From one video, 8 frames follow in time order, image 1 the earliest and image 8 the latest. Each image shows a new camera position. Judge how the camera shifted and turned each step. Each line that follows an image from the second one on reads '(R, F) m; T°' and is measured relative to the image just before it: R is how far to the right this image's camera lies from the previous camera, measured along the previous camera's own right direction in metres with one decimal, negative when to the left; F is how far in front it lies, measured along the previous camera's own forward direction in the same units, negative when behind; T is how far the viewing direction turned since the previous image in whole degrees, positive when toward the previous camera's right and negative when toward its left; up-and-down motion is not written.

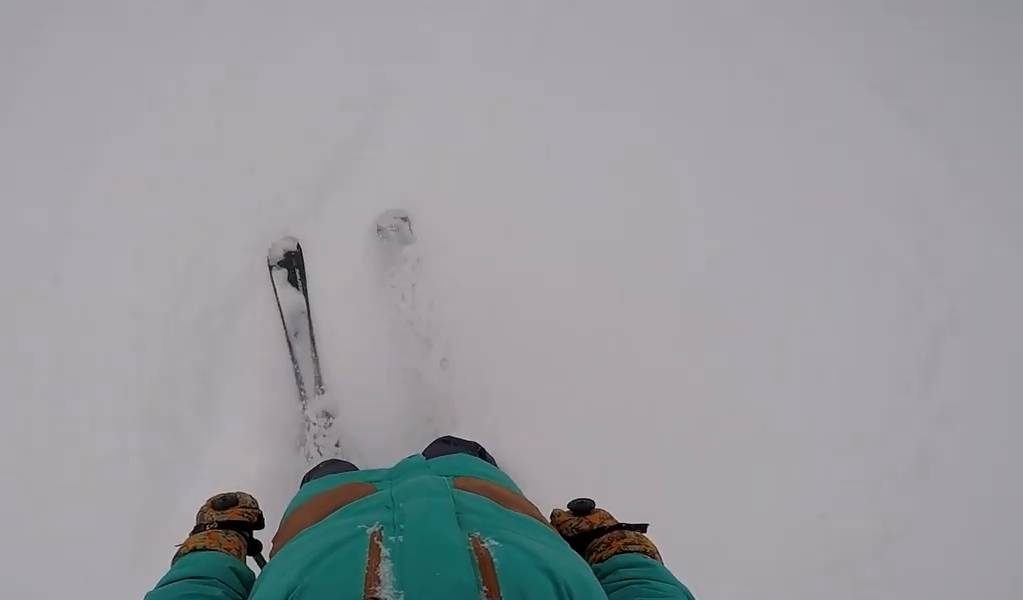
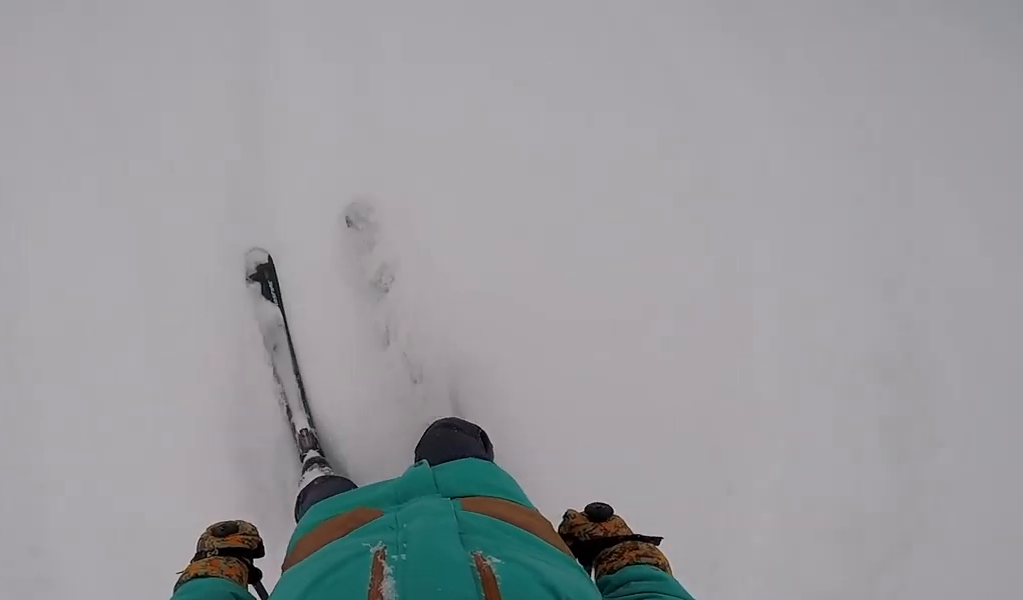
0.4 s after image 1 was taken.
(-0.2, +2.7) m; 0°
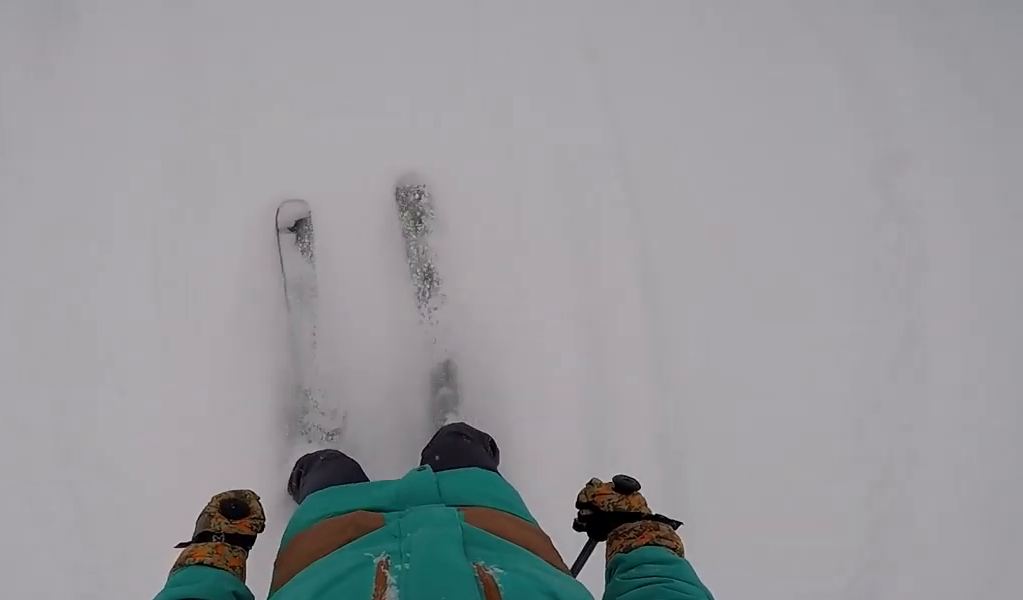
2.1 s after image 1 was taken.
(+0.4, +11.9) m; +3°
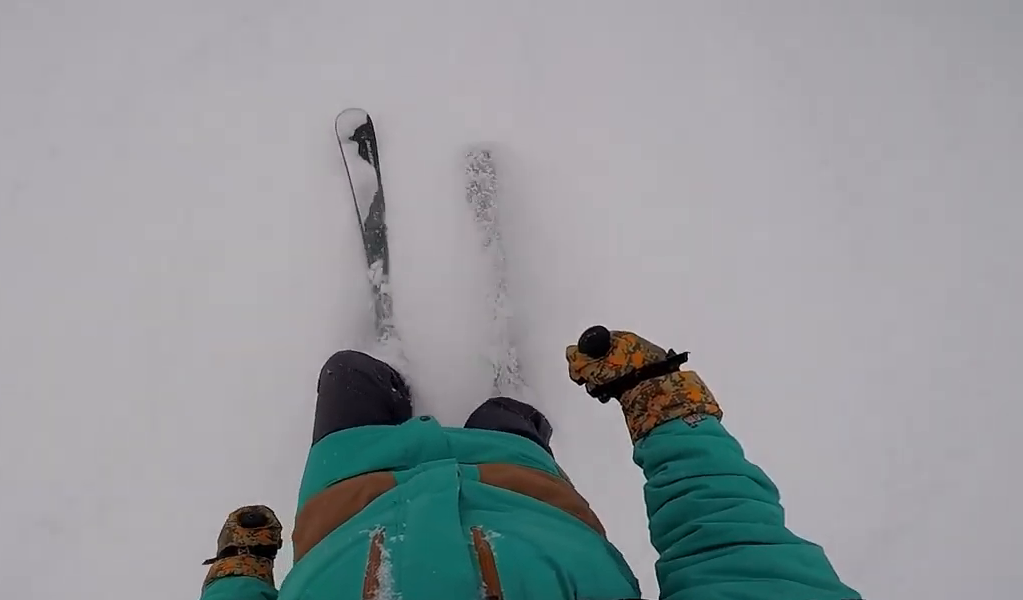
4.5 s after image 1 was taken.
(-3.0, +16.4) m; -29°
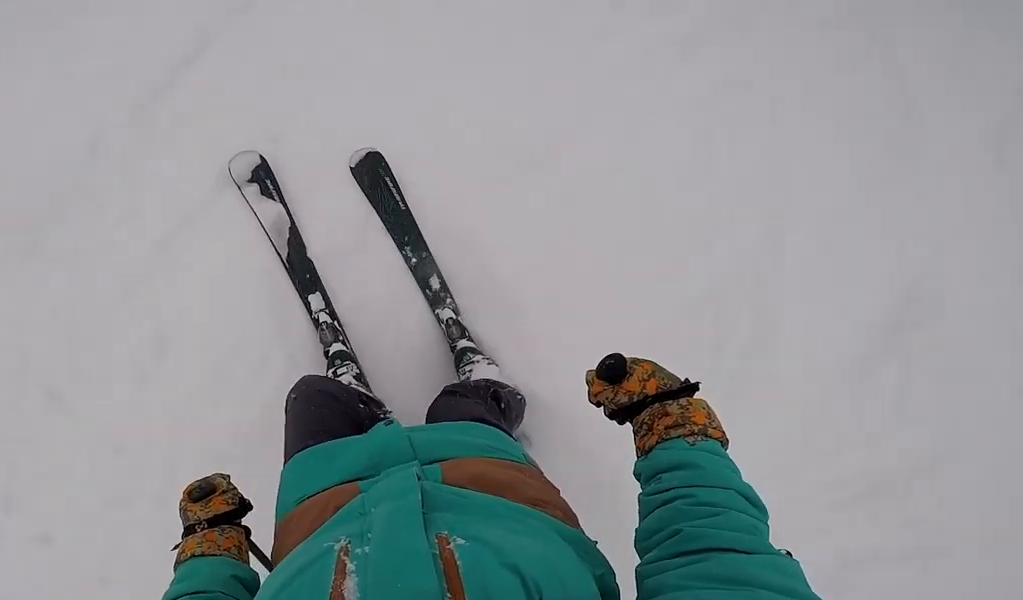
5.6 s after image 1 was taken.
(-1.2, +7.6) m; -6°
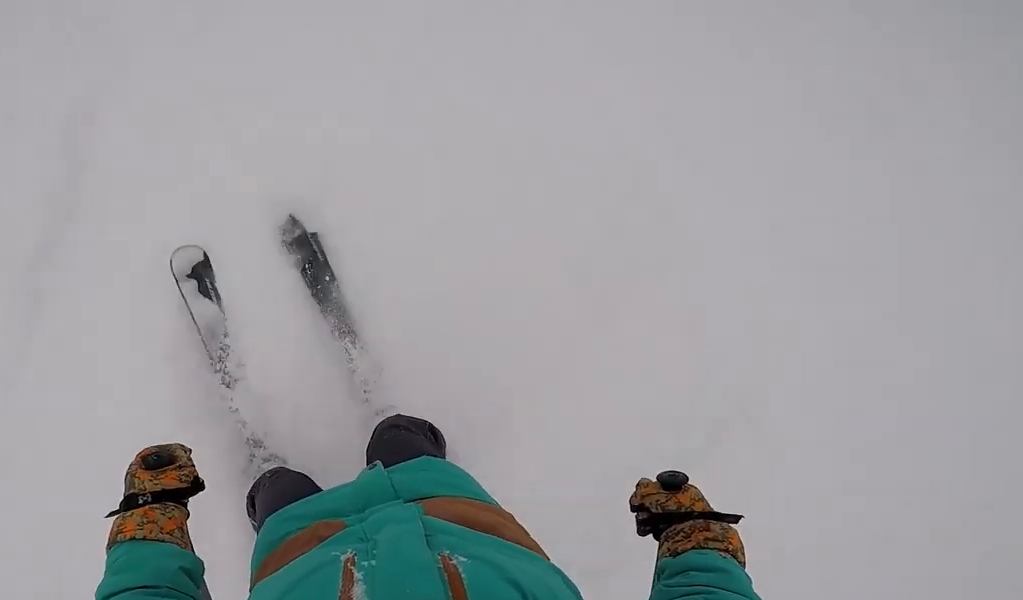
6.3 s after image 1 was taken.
(+0.2, +5.5) m; +4°
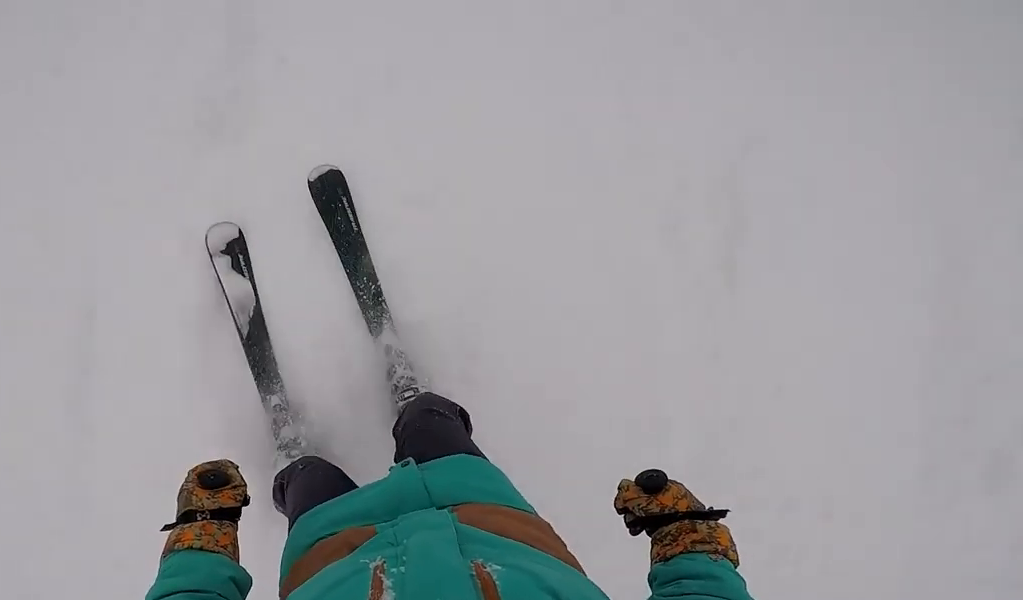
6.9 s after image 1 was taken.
(+0.3, +4.7) m; +5°
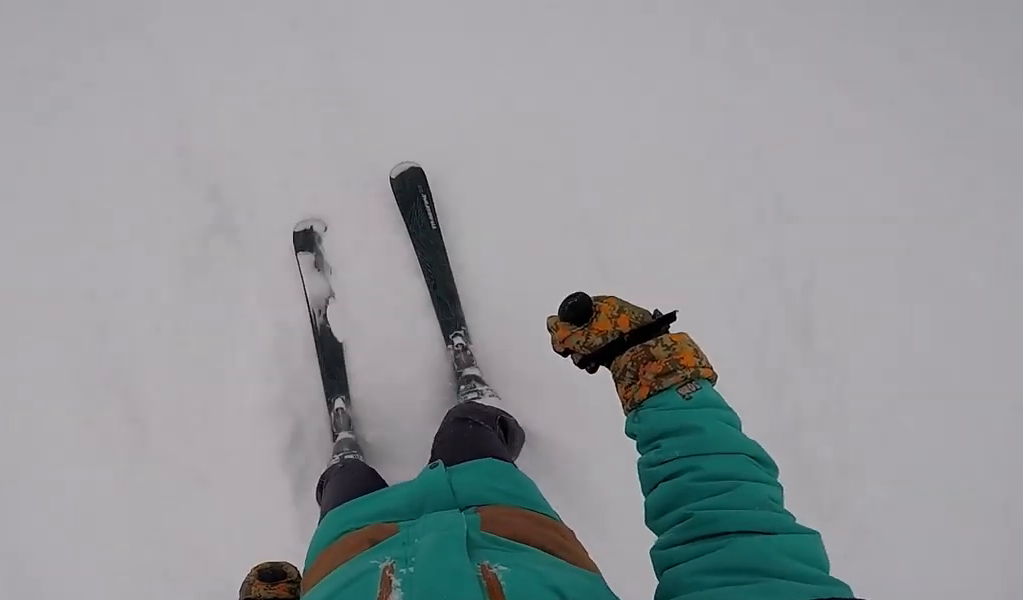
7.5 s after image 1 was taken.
(0.0, +4.8) m; +9°
